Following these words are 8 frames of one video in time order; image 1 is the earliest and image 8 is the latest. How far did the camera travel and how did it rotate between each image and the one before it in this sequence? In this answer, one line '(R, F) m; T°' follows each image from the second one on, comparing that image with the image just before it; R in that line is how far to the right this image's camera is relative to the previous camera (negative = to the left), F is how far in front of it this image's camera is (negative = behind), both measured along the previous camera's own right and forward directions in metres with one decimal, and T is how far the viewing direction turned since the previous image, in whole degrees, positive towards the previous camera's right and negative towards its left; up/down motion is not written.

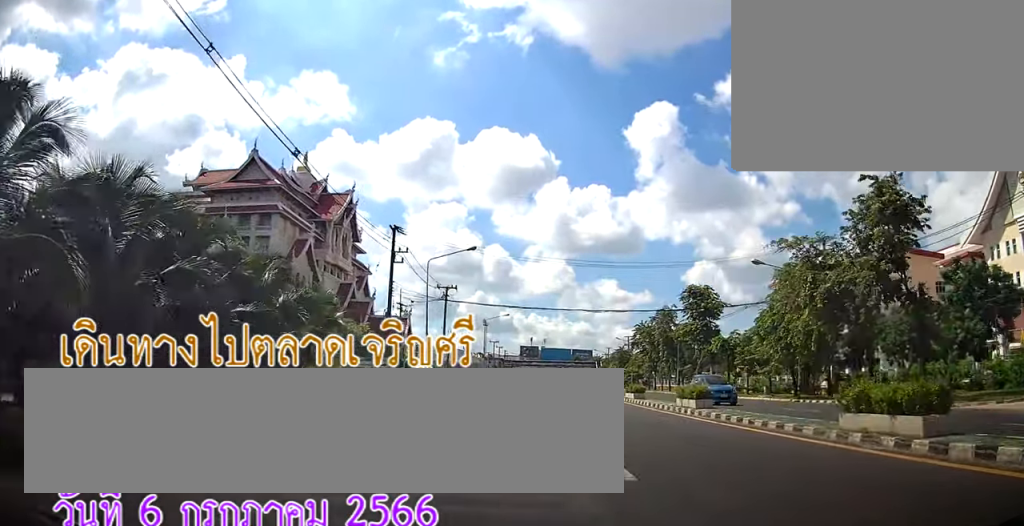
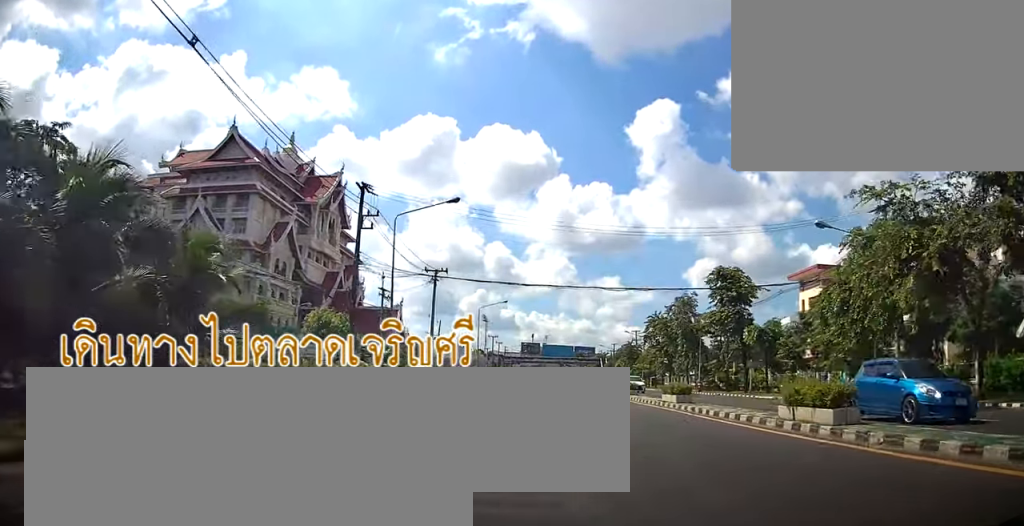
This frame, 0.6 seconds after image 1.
(+0.5, +9.4) m; -1°
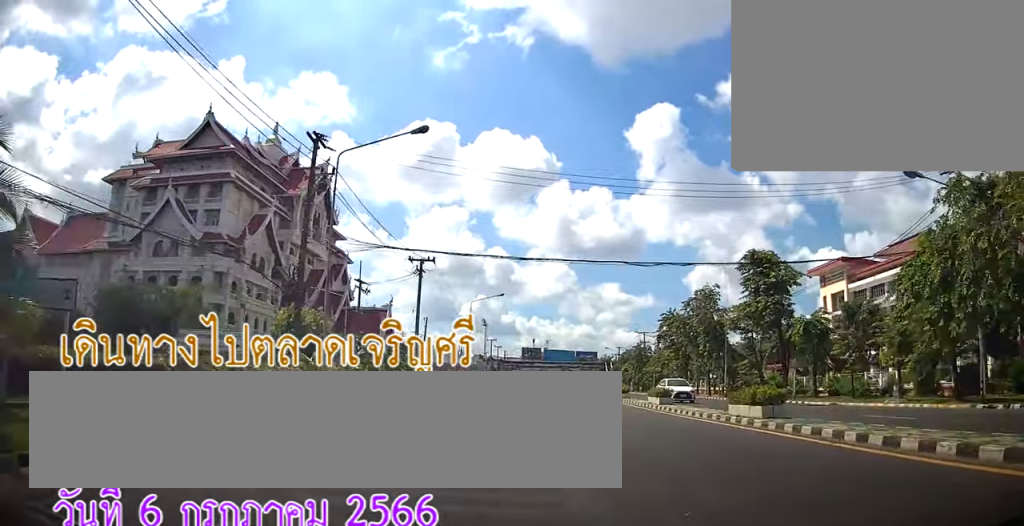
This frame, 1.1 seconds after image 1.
(-0.6, +8.7) m; -3°
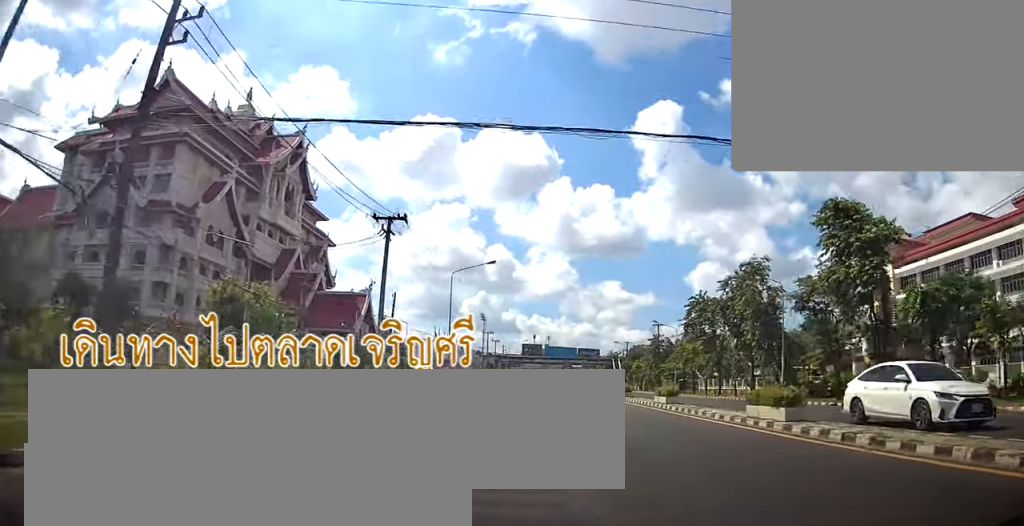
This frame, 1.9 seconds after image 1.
(-0.5, +13.5) m; -2°
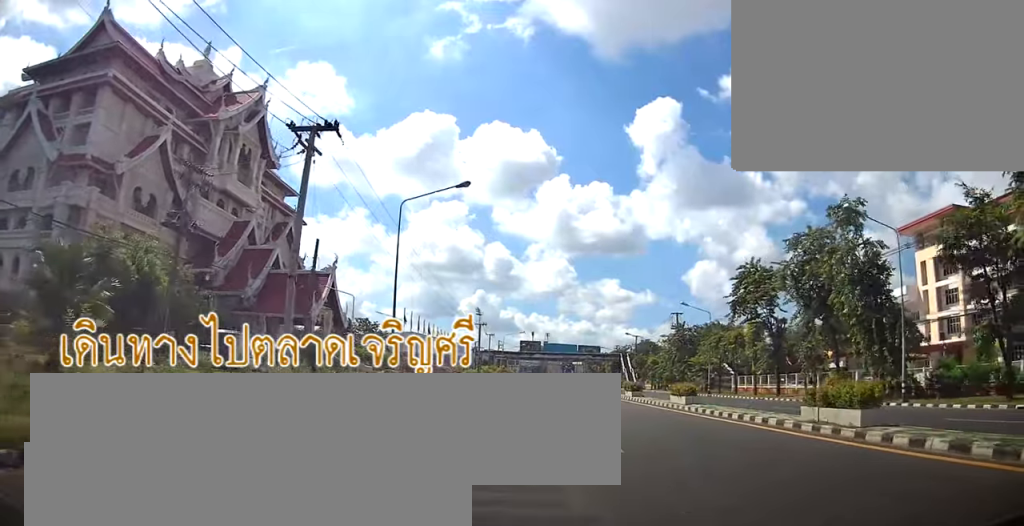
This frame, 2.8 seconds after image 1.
(-0.1, +16.1) m; +1°
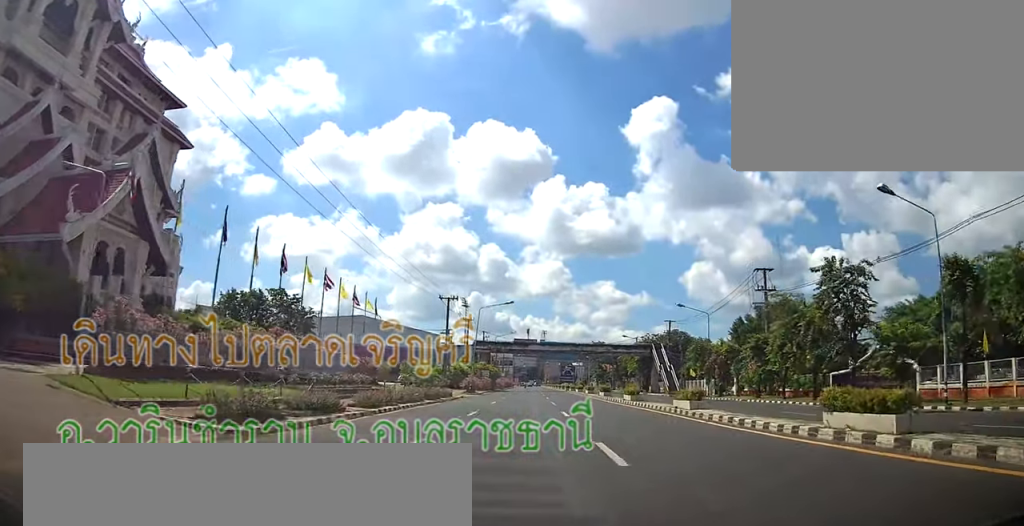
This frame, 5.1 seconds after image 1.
(+2.3, +37.1) m; +7°
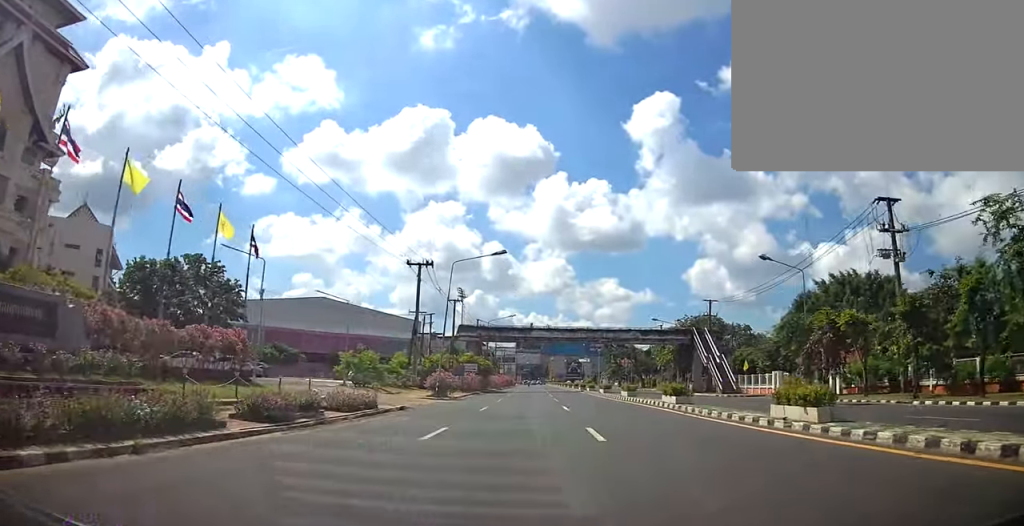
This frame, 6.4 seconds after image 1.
(+0.4, +20.6) m; +2°
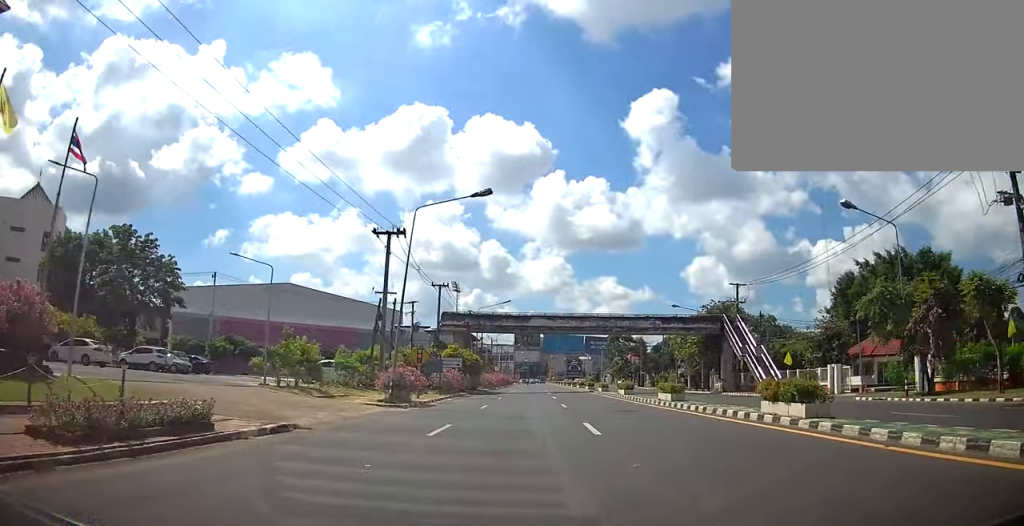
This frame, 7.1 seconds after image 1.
(+0.1, +11.1) m; 0°
